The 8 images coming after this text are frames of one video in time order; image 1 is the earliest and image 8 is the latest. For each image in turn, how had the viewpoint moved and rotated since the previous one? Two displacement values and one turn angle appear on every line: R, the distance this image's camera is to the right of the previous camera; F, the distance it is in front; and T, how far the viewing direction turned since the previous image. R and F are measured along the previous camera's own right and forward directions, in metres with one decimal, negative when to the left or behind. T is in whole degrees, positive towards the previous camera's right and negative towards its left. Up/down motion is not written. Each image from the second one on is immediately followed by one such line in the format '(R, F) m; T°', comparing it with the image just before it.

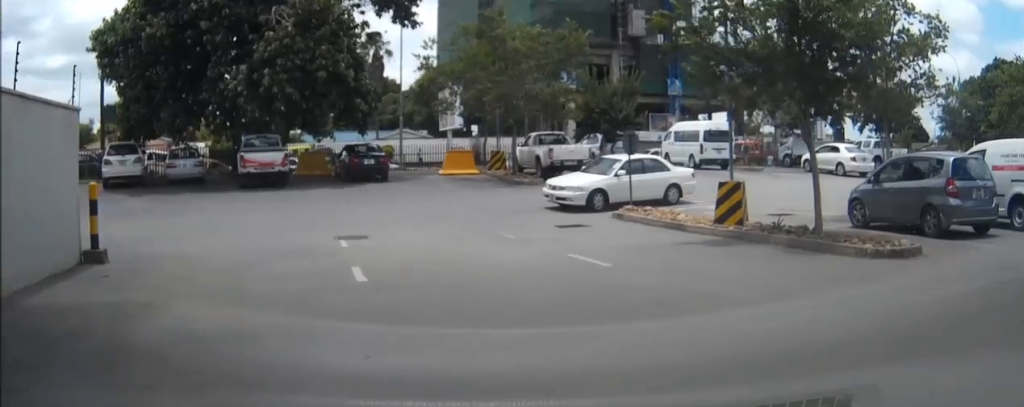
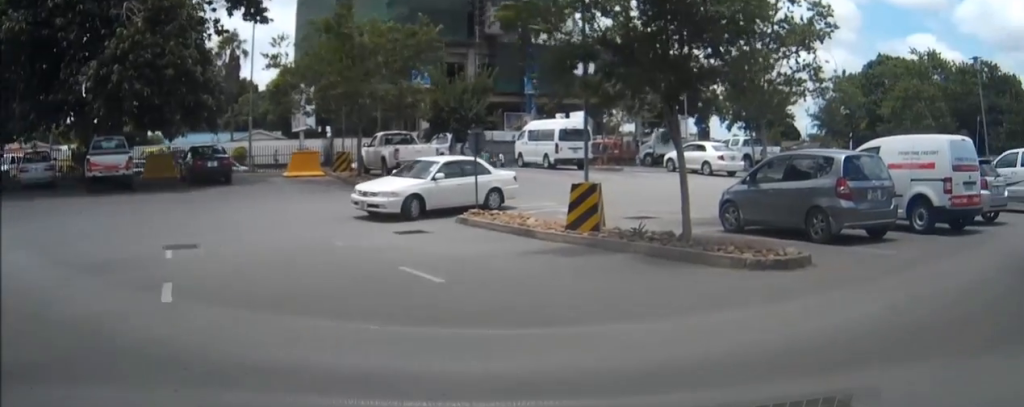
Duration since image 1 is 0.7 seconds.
(+0.1, +1.1) m; +10°
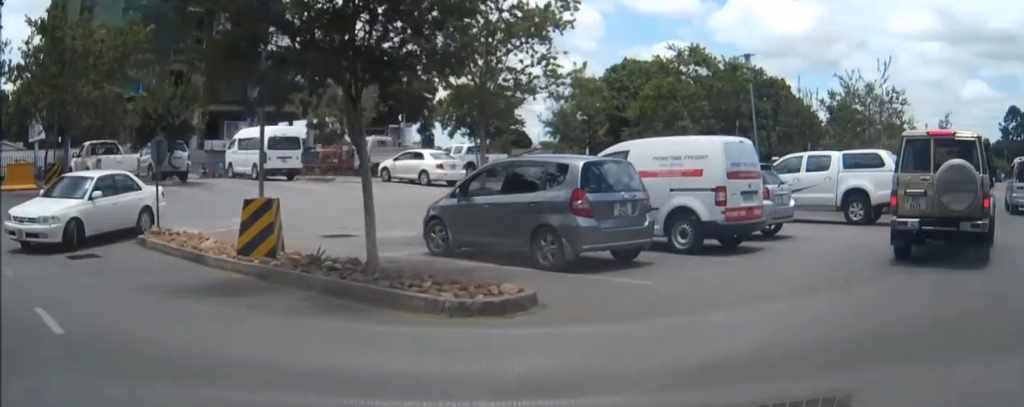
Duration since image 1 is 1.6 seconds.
(+0.1, +1.8) m; +5°
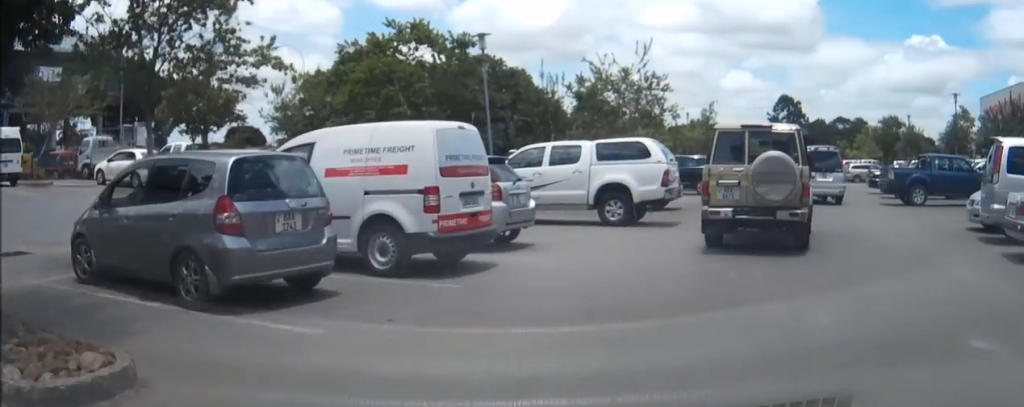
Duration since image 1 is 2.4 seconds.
(0.0, +2.2) m; +4°
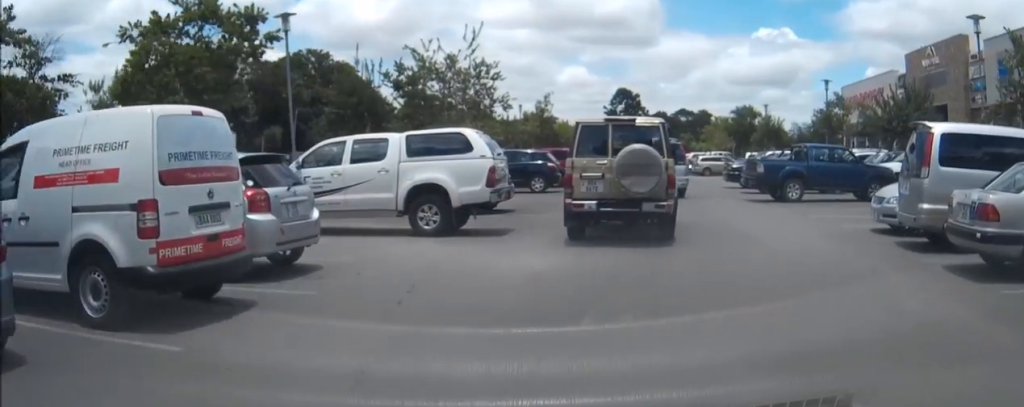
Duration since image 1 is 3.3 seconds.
(+0.1, +2.5) m; +6°
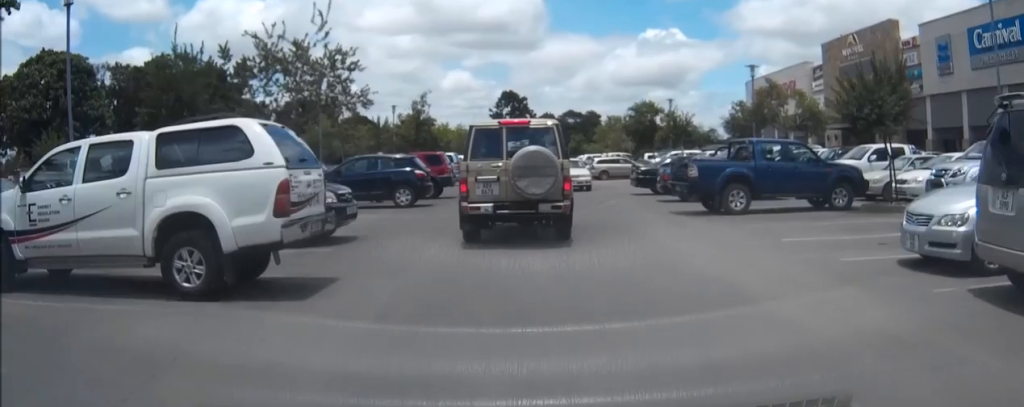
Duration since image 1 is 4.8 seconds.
(+0.7, +5.7) m; +12°
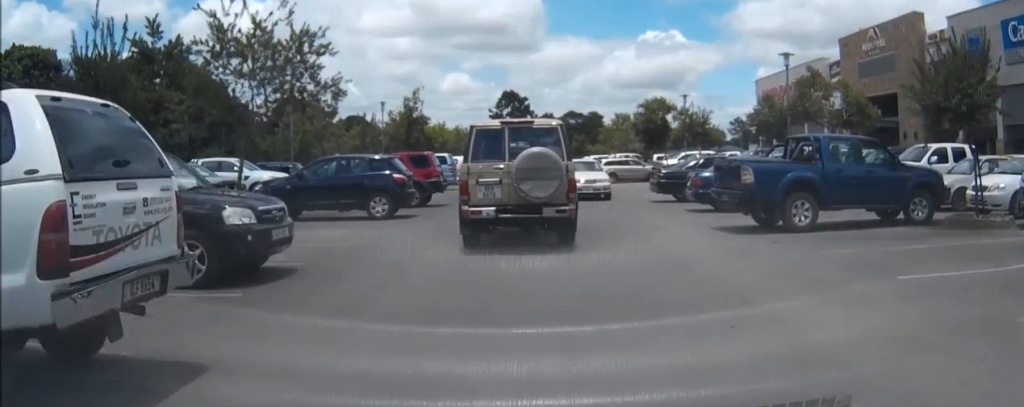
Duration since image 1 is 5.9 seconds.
(+0.2, +4.5) m; +1°
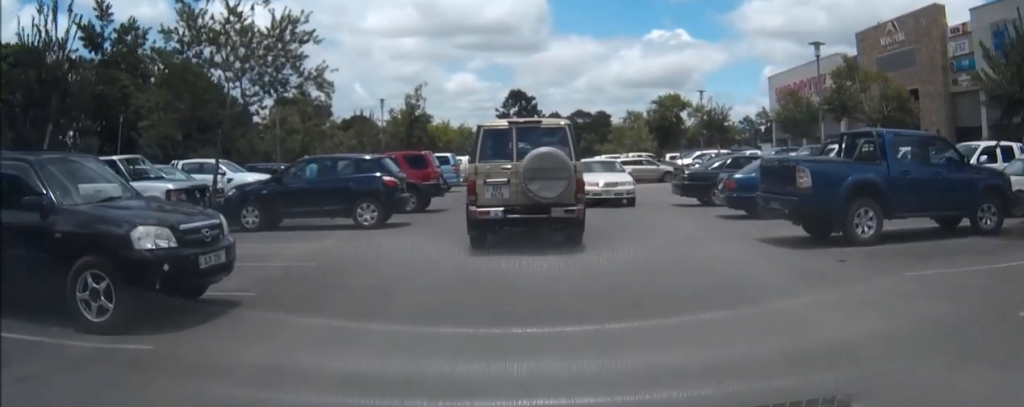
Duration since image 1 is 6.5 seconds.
(-0.1, +2.8) m; -1°
